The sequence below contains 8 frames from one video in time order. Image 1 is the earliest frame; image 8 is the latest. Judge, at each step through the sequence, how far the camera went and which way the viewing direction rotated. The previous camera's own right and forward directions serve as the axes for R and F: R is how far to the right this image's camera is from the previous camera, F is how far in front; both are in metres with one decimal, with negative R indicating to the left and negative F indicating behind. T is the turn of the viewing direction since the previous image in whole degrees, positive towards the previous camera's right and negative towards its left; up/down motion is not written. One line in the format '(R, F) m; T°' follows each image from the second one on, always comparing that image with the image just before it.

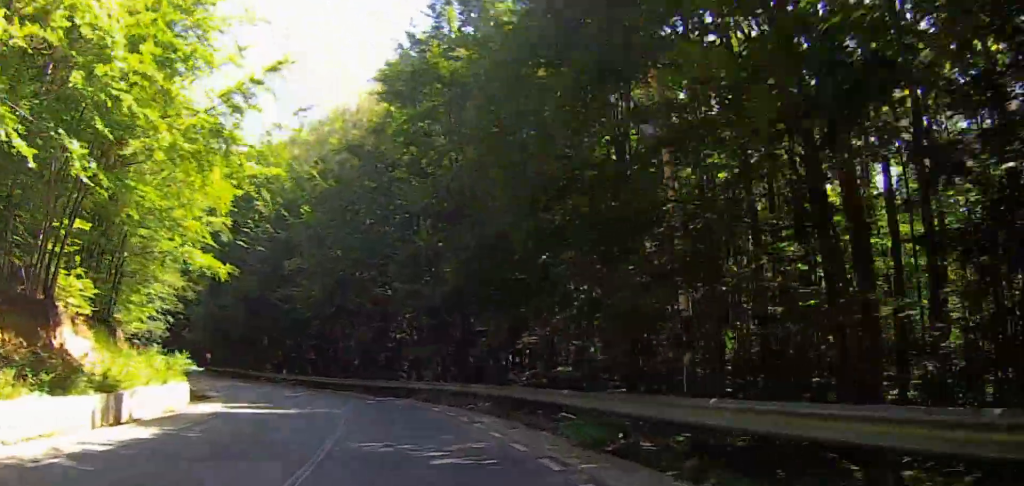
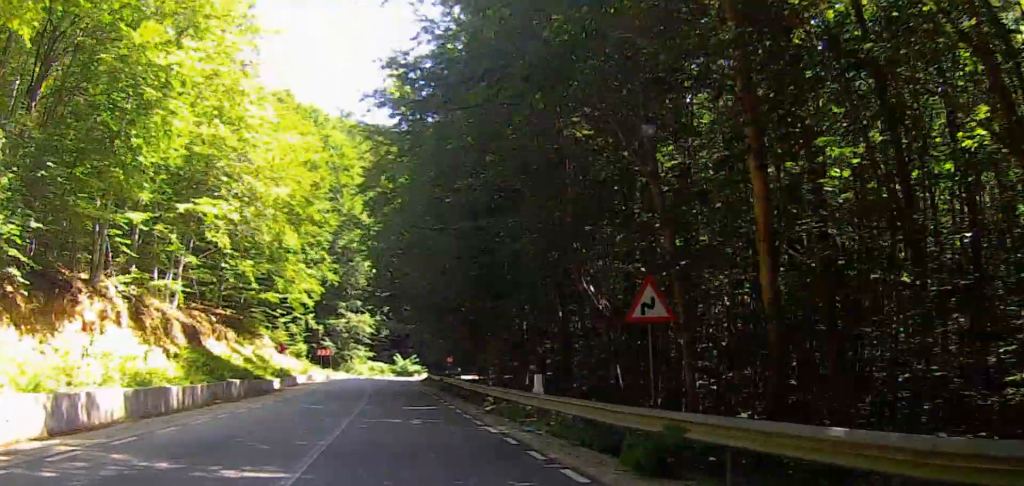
(-7.4, +32.4) m; -20°
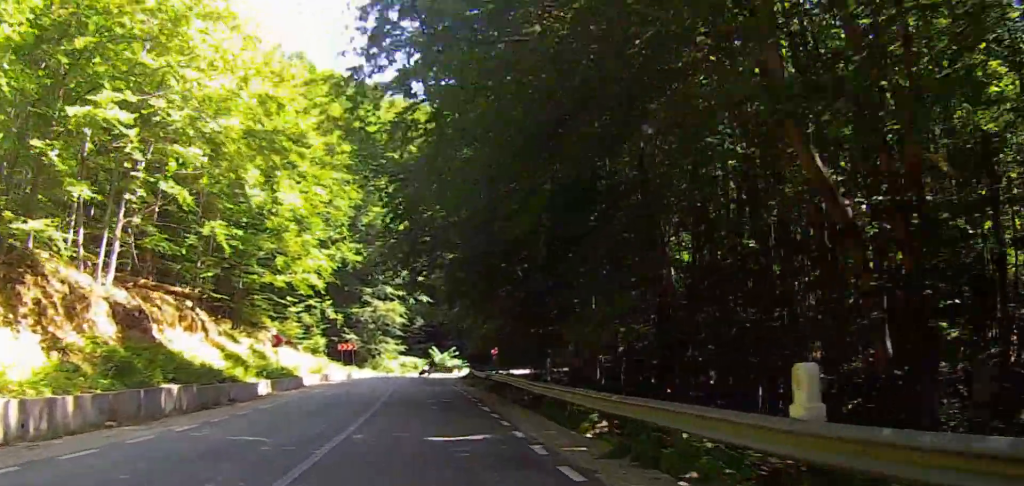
(0.0, +9.3) m; -3°
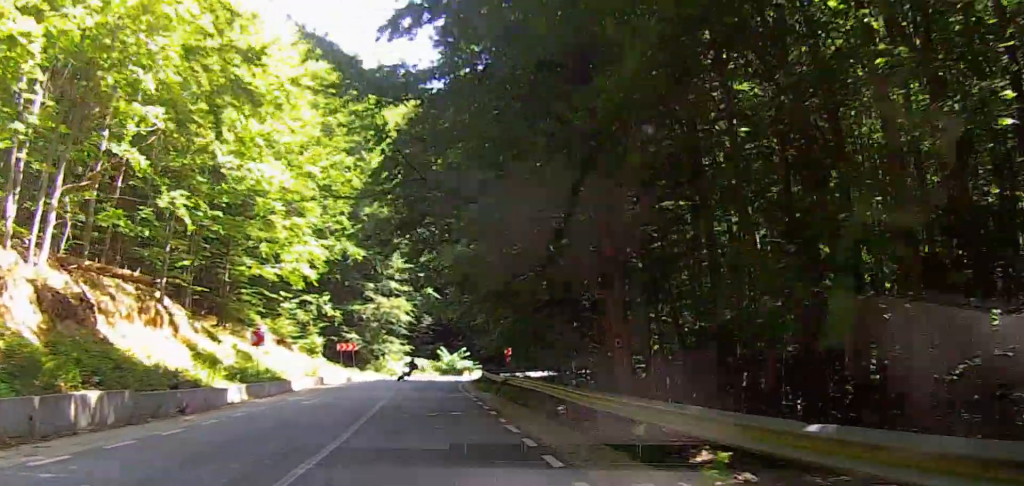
(+0.2, +4.6) m; -2°
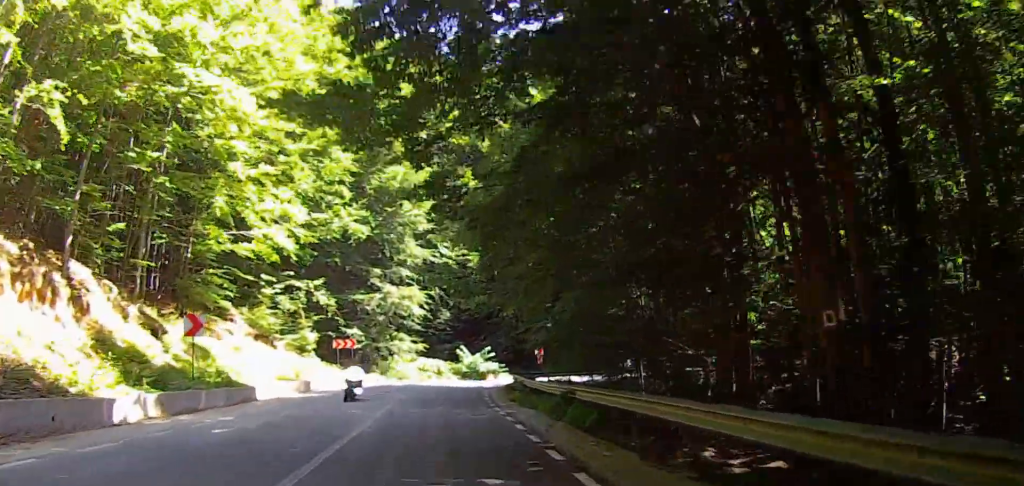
(-0.8, +8.6) m; -5°
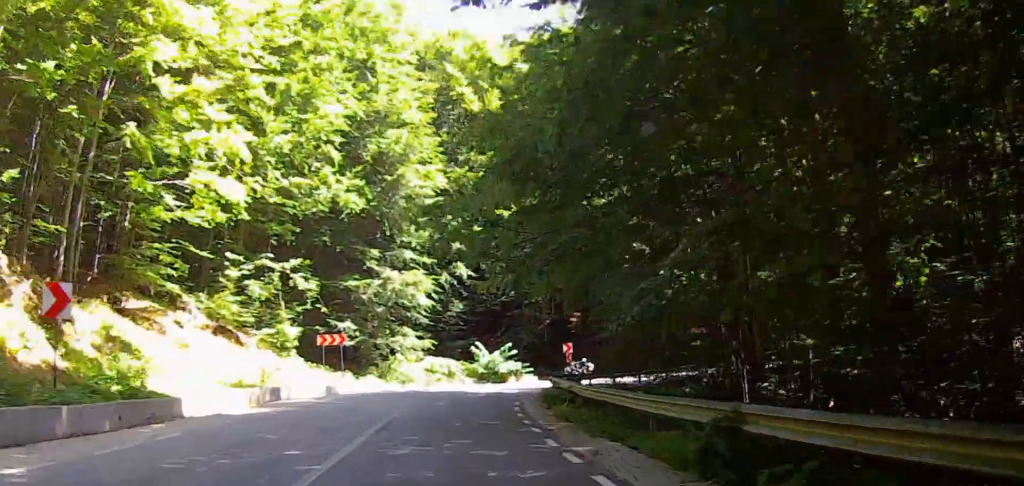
(-0.3, +7.2) m; -2°
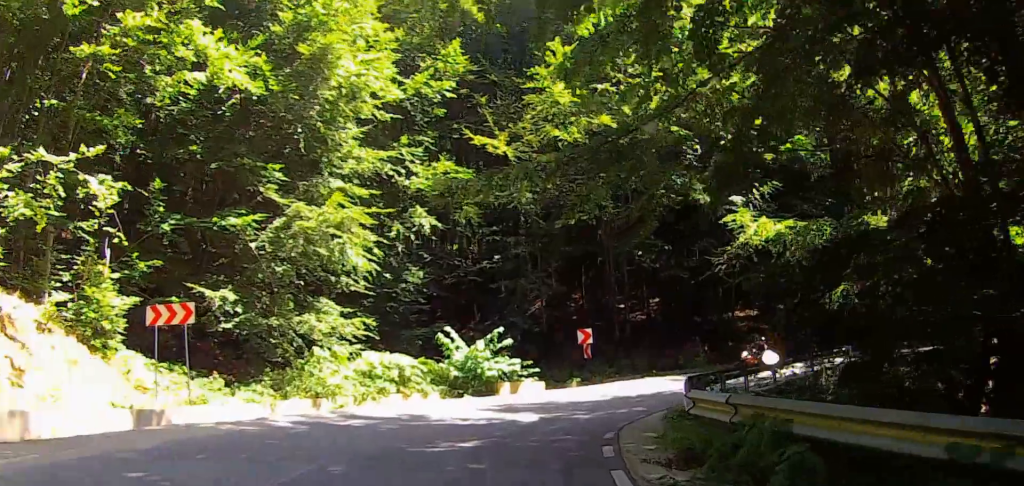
(-0.1, +16.0) m; 0°
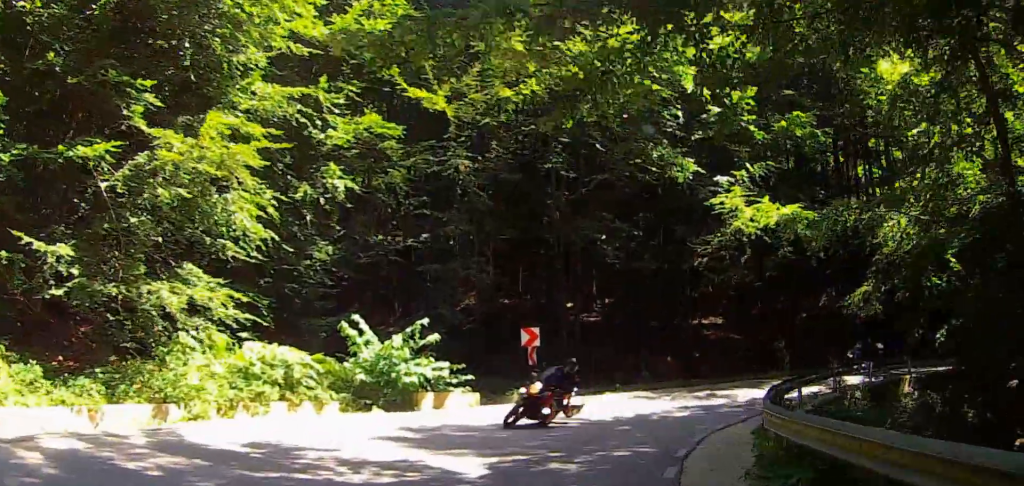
(0.0, +6.3) m; +15°
